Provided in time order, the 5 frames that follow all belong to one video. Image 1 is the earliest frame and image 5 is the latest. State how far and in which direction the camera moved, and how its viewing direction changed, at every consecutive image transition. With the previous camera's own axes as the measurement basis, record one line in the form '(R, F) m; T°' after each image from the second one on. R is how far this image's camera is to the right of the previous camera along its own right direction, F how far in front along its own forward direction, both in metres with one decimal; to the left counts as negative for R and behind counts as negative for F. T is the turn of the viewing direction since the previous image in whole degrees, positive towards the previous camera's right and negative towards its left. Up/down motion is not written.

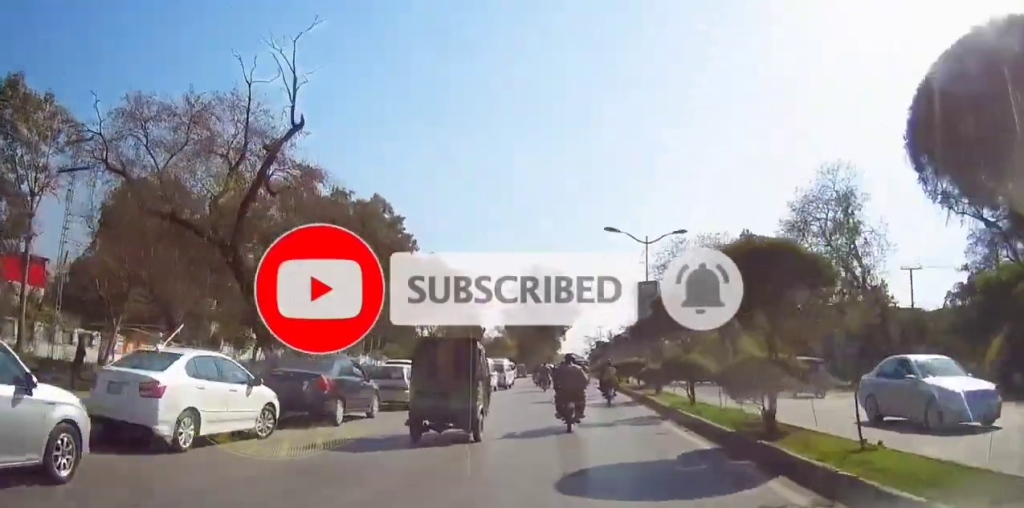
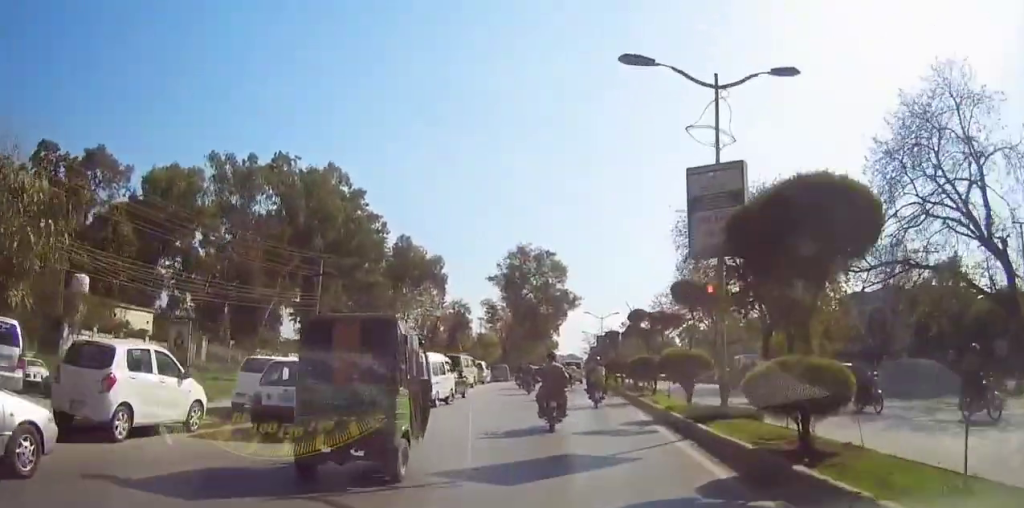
(-0.7, +17.7) m; -2°
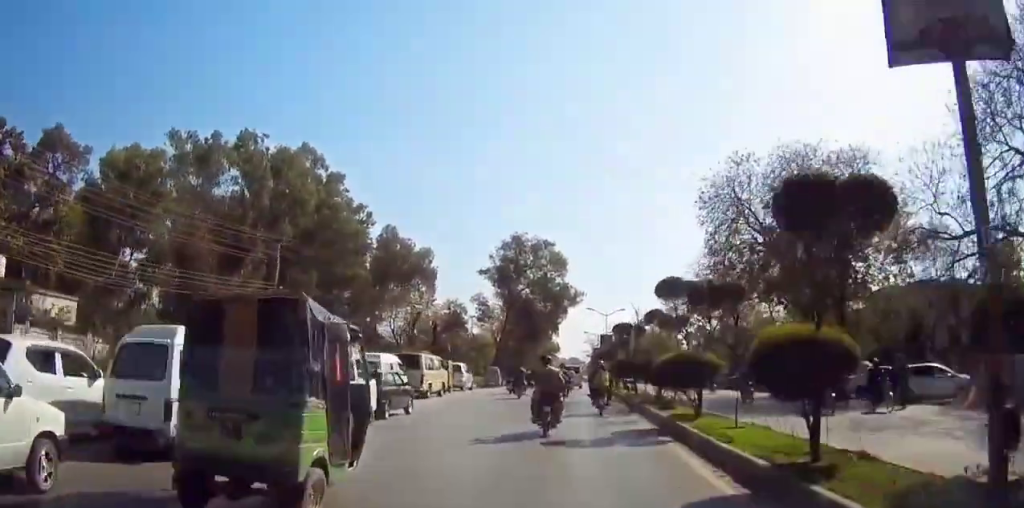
(+0.2, +9.0) m; +2°
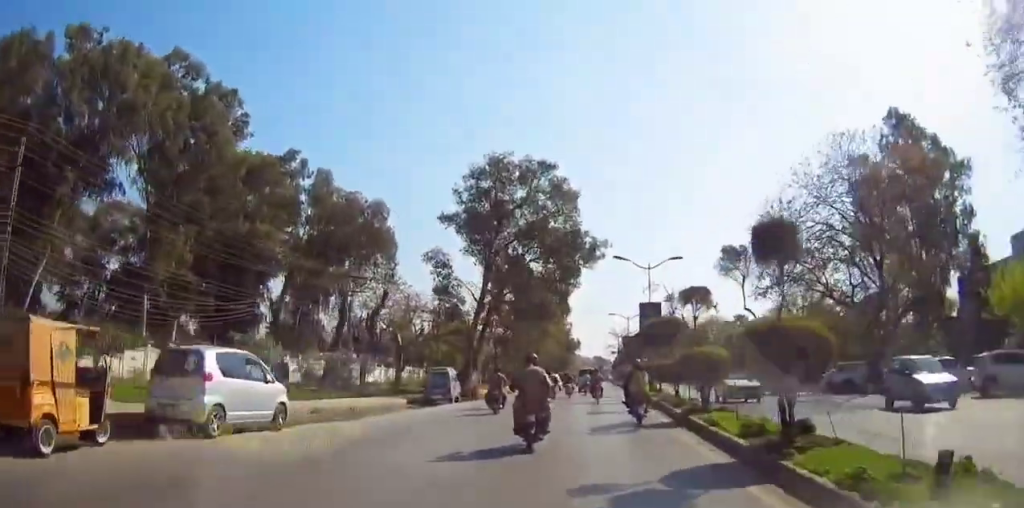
(-0.8, +28.9) m; -3°
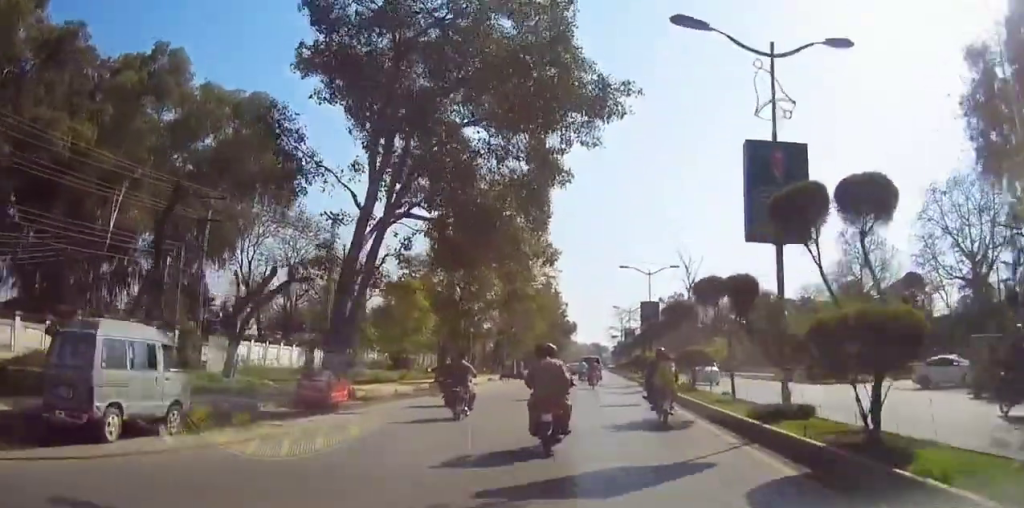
(+0.3, +24.0) m; +2°
